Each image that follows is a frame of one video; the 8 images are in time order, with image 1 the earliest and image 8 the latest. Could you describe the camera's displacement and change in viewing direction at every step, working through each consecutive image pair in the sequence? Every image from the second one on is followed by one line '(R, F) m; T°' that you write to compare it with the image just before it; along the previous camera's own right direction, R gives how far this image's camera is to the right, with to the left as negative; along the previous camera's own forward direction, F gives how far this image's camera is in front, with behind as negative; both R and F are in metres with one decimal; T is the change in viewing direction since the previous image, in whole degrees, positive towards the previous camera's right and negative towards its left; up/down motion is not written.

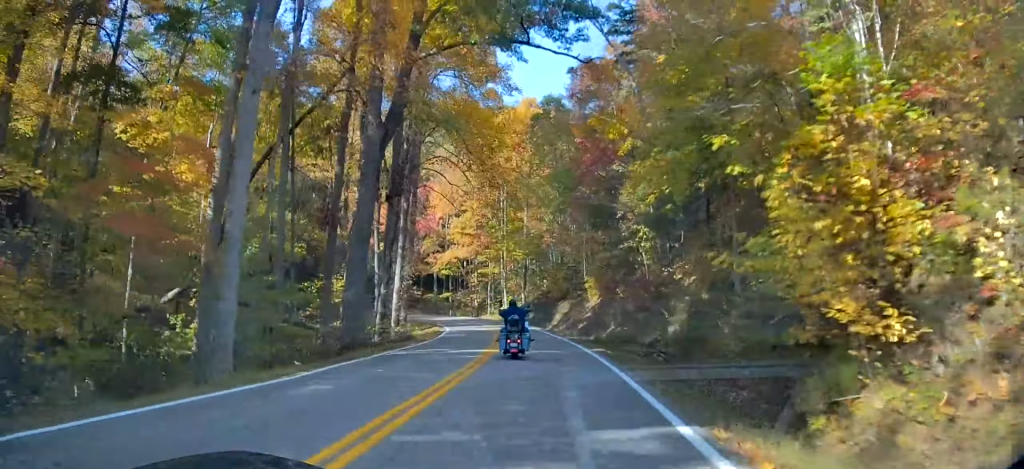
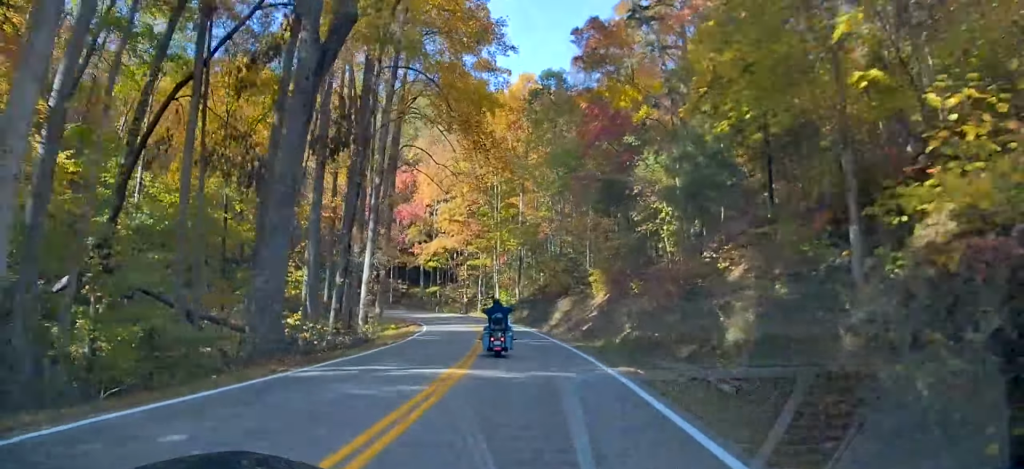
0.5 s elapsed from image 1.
(0.0, +8.2) m; +2°
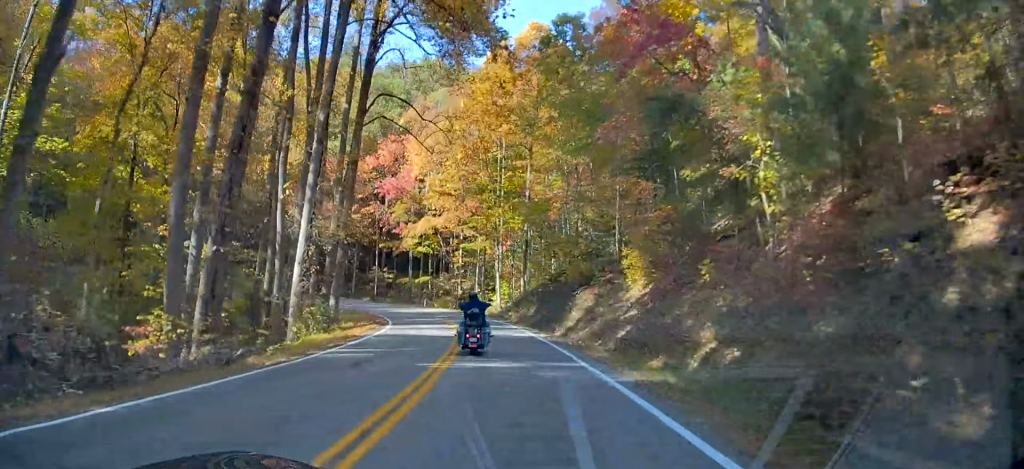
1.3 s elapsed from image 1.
(+0.6, +13.3) m; +3°
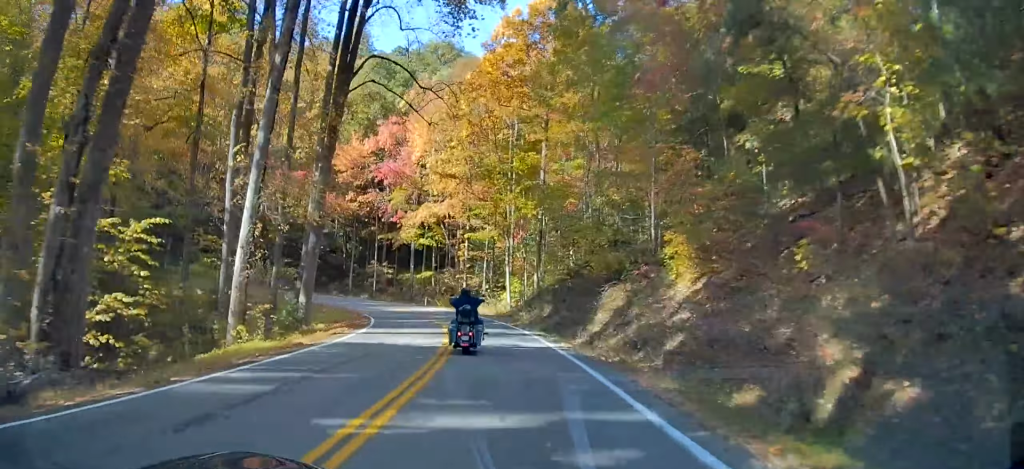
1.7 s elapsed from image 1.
(+0.1, +7.2) m; -2°
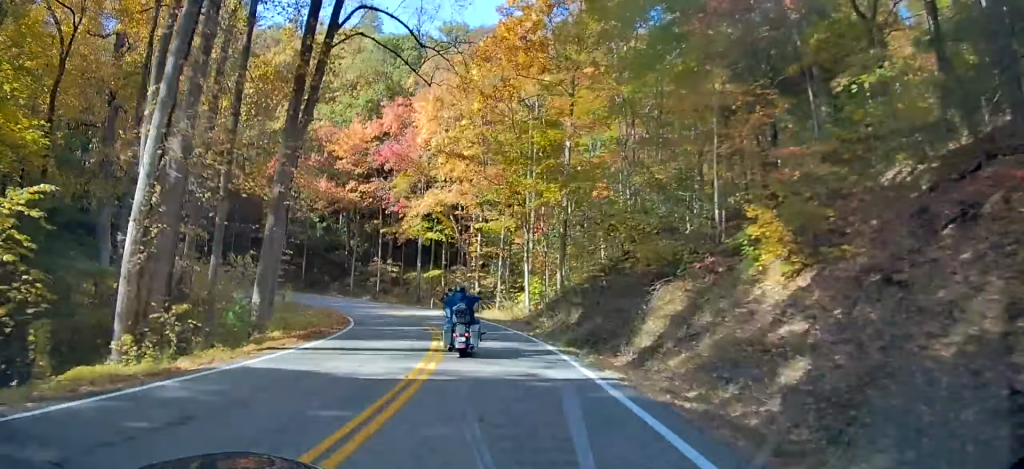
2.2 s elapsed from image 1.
(+0.4, +7.7) m; -3°
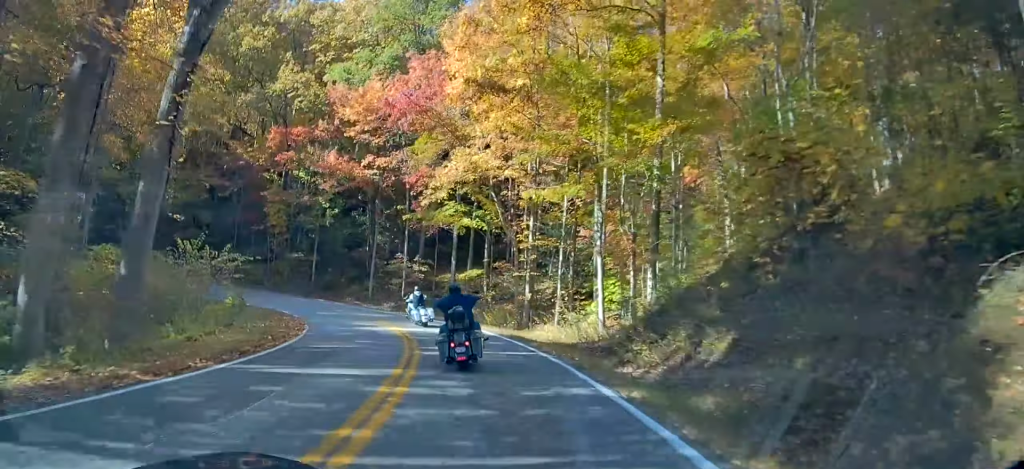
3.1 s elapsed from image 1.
(-1.3, +14.3) m; -6°
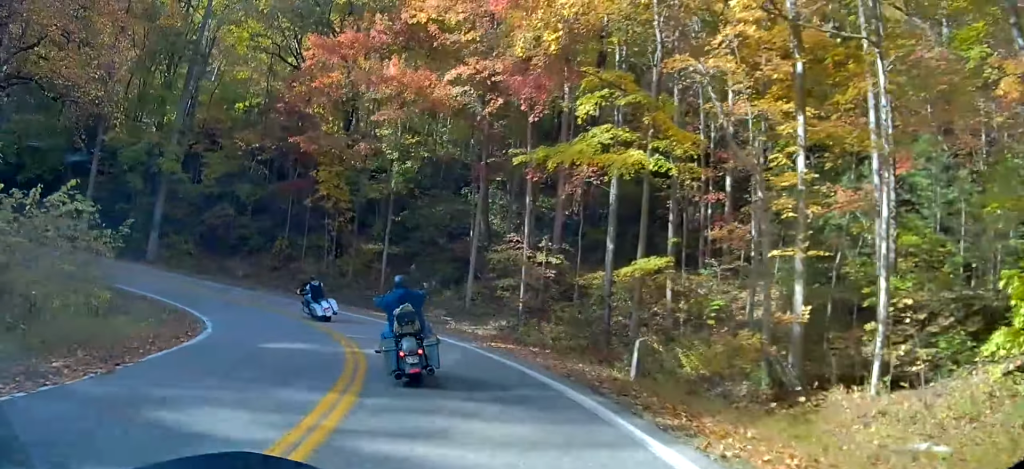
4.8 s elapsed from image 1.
(-1.7, +21.8) m; -12°
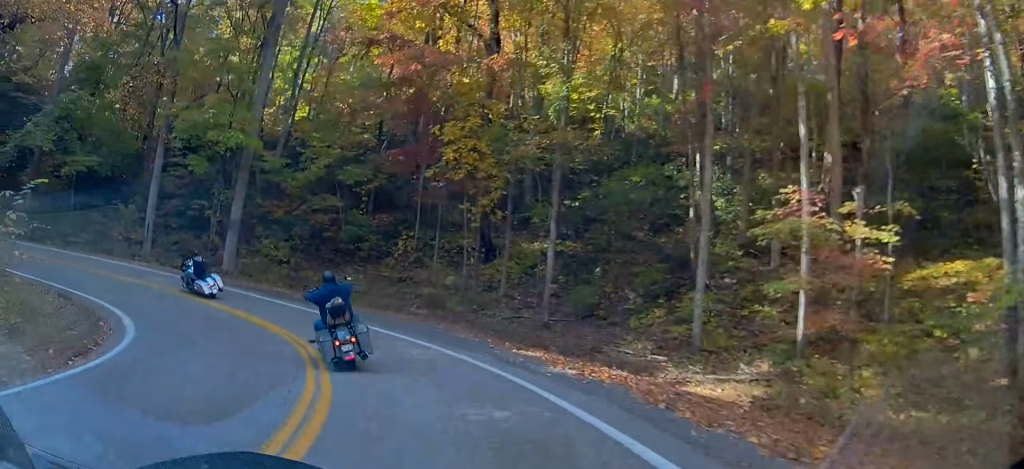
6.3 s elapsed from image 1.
(-1.5, +14.3) m; -18°
